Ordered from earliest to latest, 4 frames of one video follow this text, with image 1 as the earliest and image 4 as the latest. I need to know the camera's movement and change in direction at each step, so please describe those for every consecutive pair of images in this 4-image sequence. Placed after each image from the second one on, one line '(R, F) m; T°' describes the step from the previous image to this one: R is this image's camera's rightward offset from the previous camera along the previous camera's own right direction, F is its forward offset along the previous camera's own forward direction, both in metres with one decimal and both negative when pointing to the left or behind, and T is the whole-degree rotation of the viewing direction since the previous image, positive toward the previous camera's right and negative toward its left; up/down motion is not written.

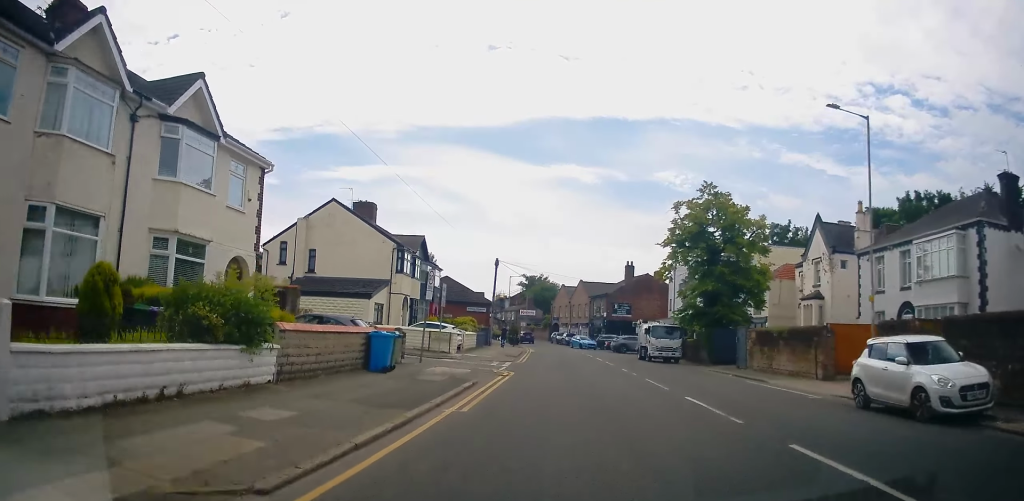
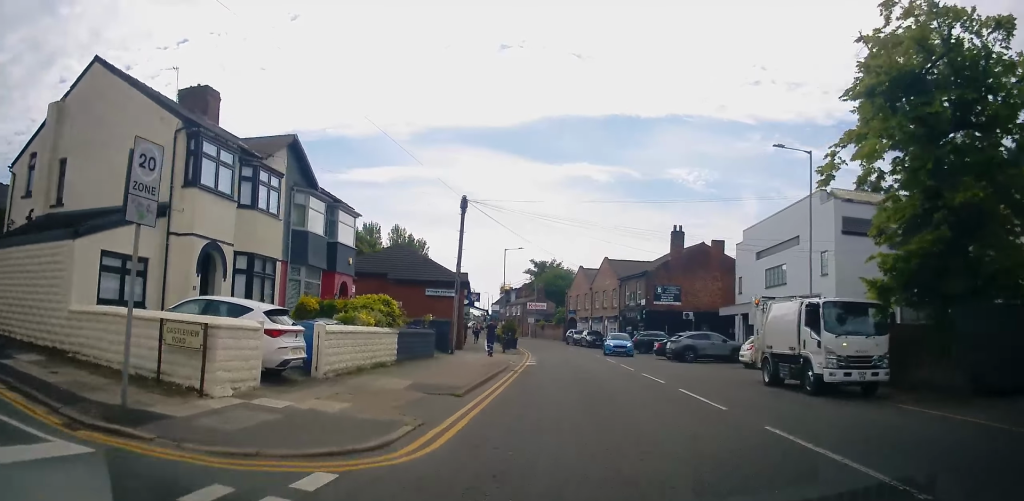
(0.0, +22.8) m; -1°
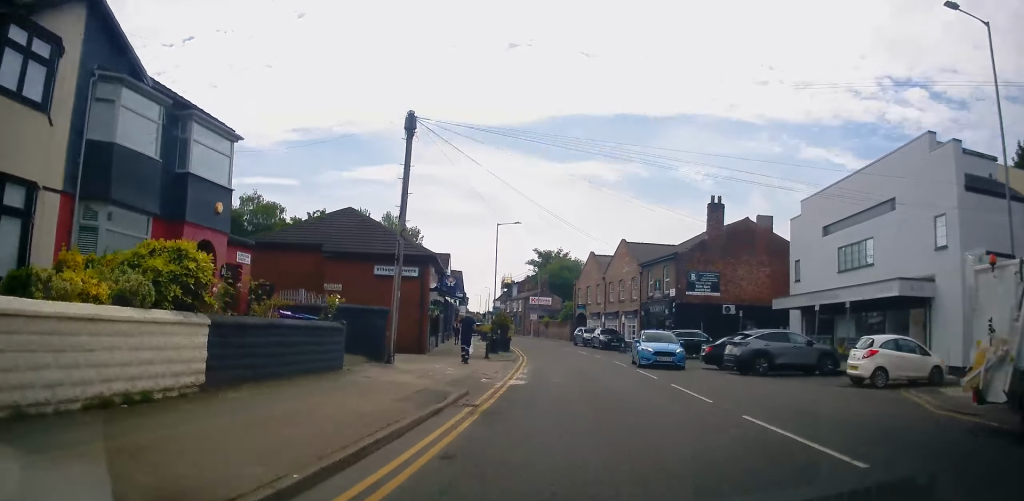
(-0.3, +10.9) m; -2°
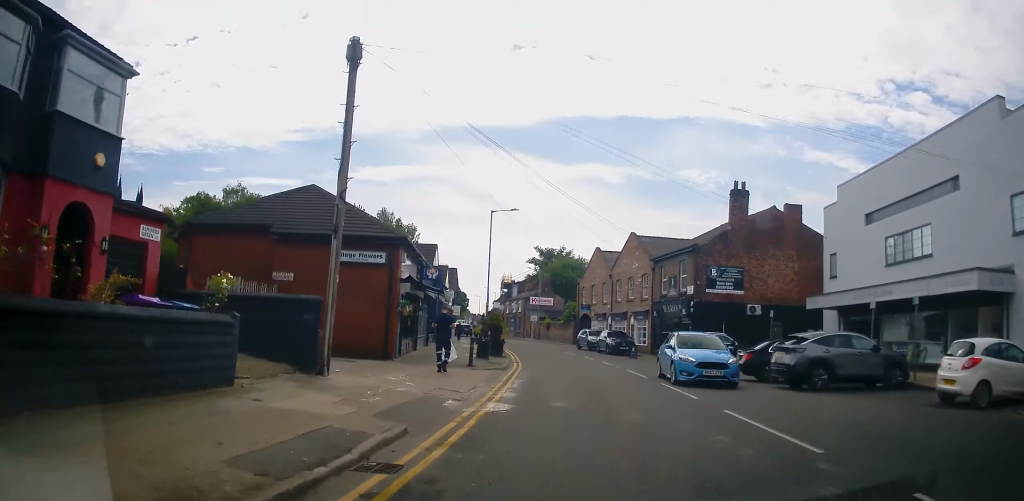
(-0.3, +5.0) m; 0°
